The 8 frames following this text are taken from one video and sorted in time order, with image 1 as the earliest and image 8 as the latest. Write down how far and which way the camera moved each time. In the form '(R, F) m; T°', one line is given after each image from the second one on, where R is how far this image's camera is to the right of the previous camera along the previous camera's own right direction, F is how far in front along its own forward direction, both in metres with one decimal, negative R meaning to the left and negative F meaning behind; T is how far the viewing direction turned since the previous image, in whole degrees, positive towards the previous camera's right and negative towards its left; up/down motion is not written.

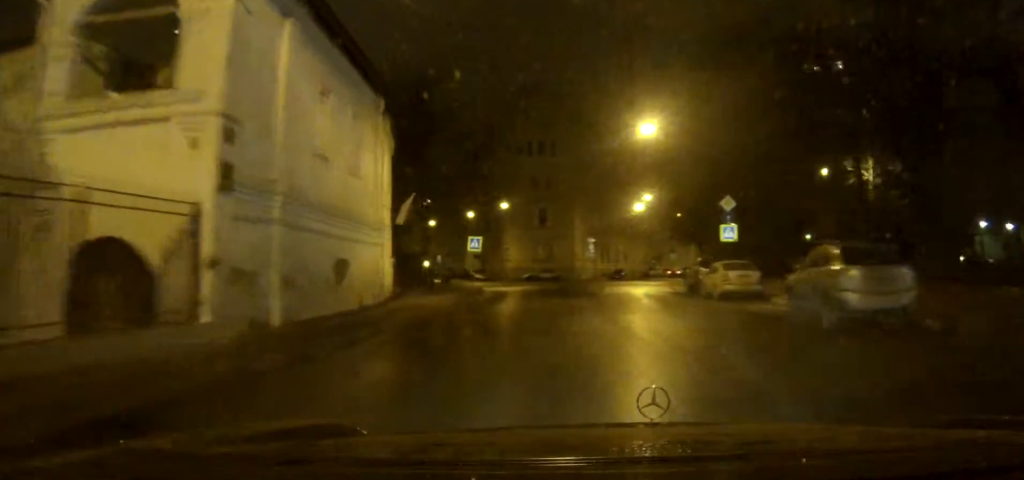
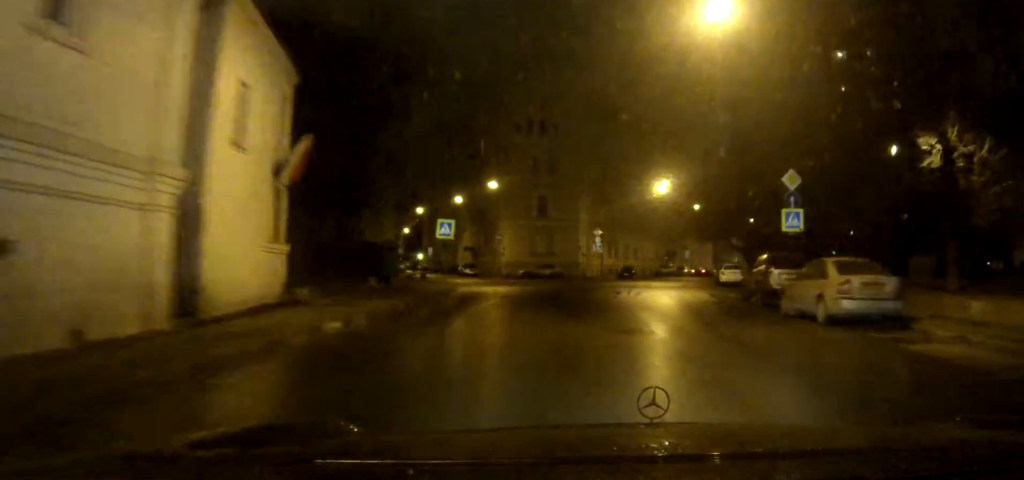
(0.0, +10.6) m; 0°
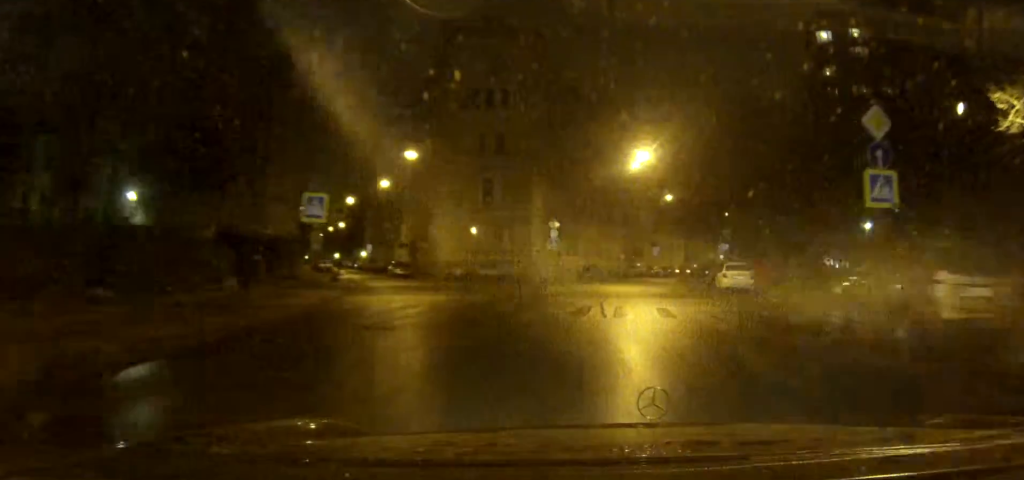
(+0.1, +12.0) m; +3°
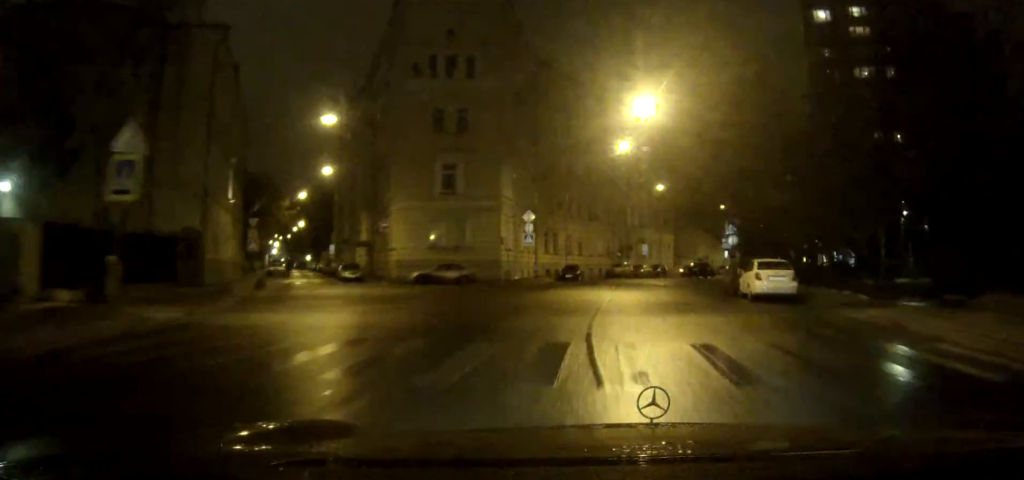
(+0.4, +9.0) m; +3°
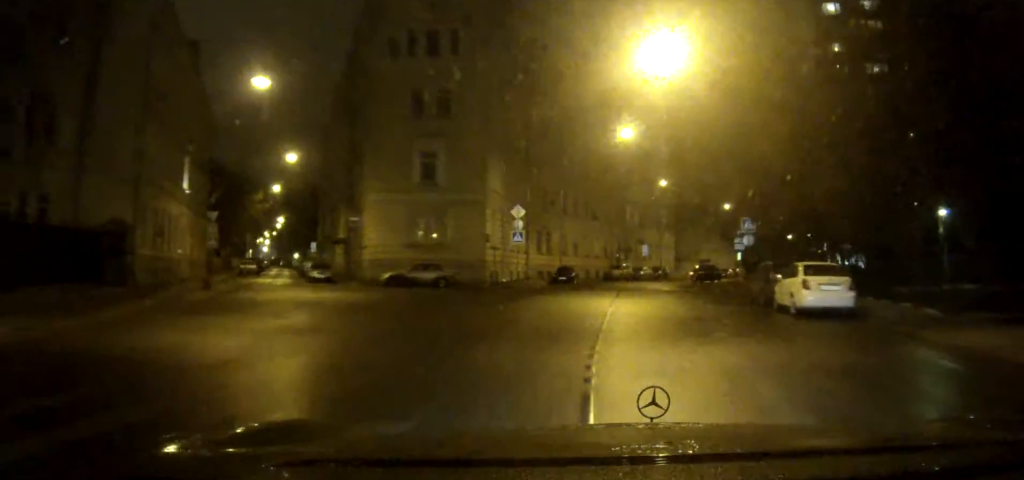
(+0.1, +5.6) m; +1°
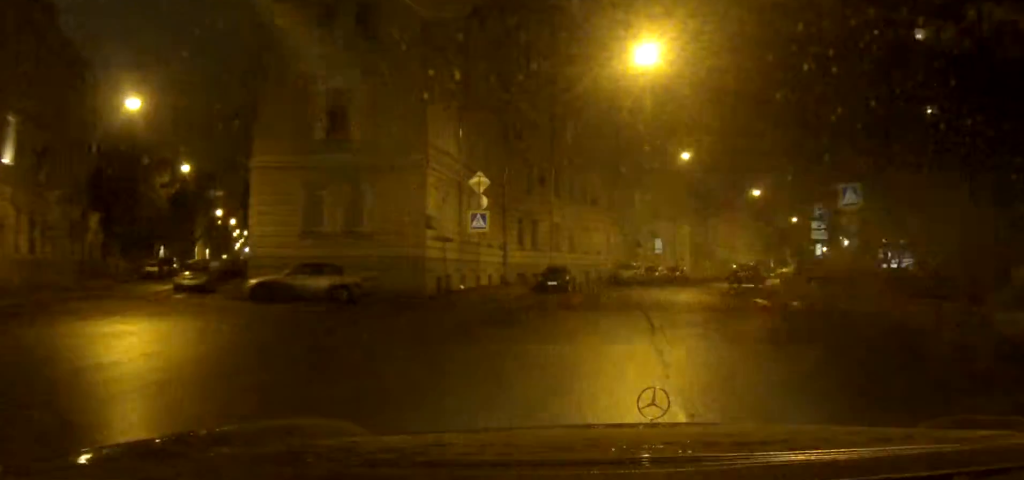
(+0.4, +16.1) m; +2°
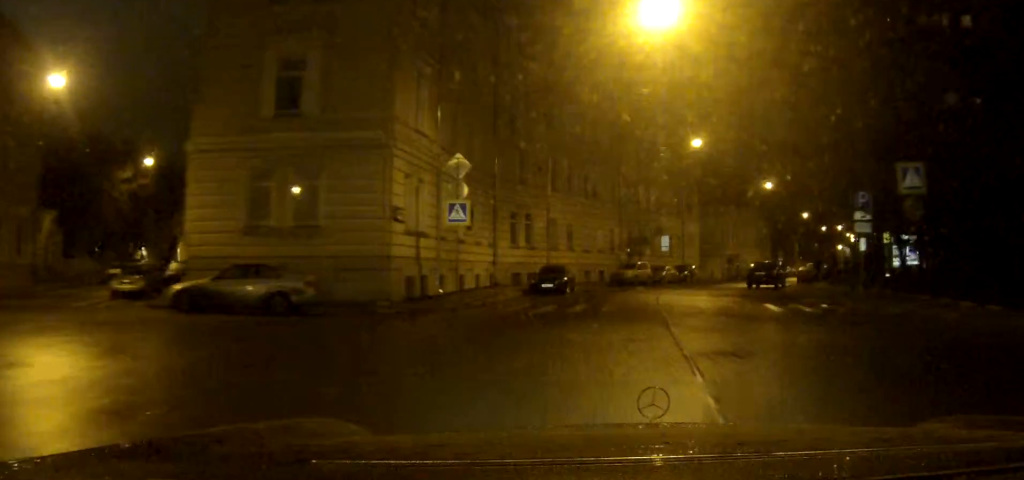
(+0.1, +5.1) m; 0°
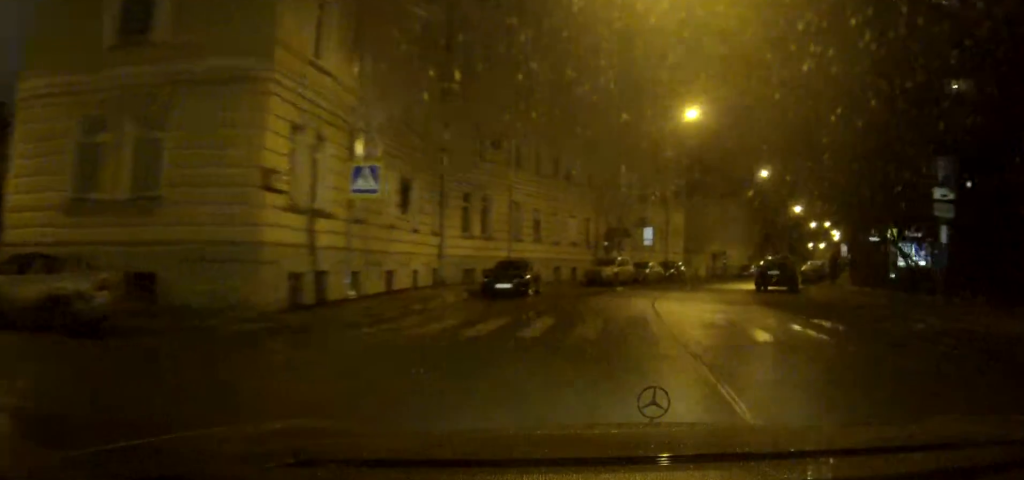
(-0.2, +8.1) m; -1°
